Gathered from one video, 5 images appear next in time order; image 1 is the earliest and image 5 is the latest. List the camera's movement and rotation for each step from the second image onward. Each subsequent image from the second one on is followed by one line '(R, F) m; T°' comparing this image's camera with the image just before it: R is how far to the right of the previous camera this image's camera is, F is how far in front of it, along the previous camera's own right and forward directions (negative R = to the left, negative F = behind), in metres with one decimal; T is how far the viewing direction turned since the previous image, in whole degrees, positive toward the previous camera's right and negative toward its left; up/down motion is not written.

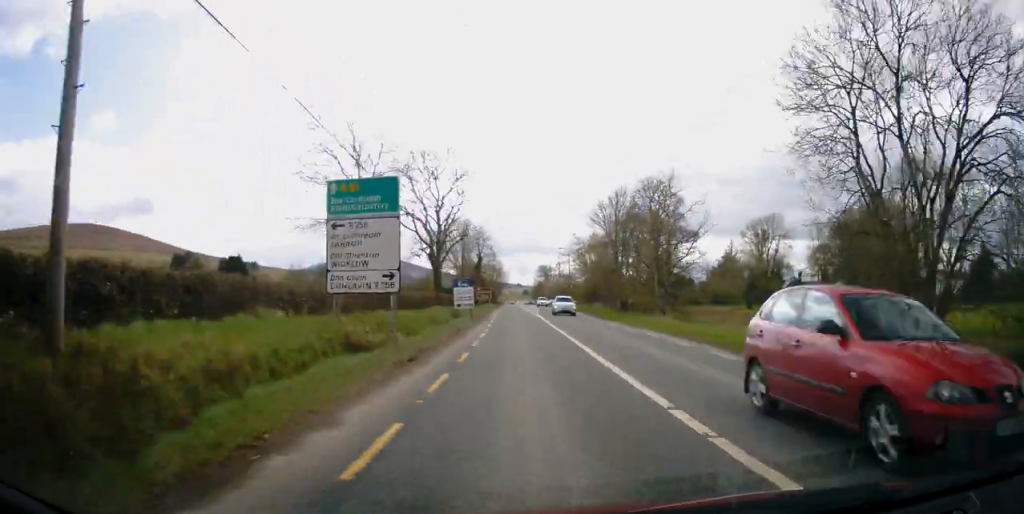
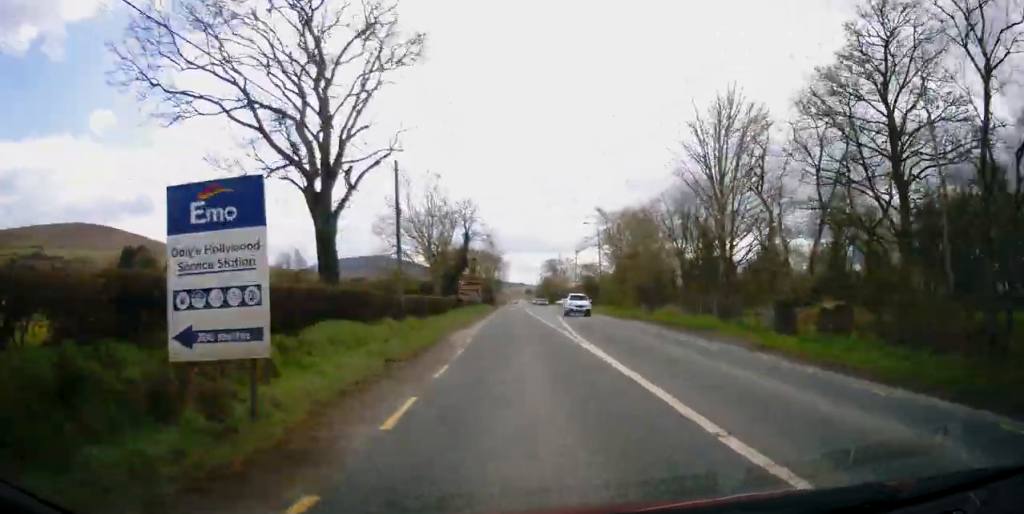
(-0.4, +30.9) m; -1°
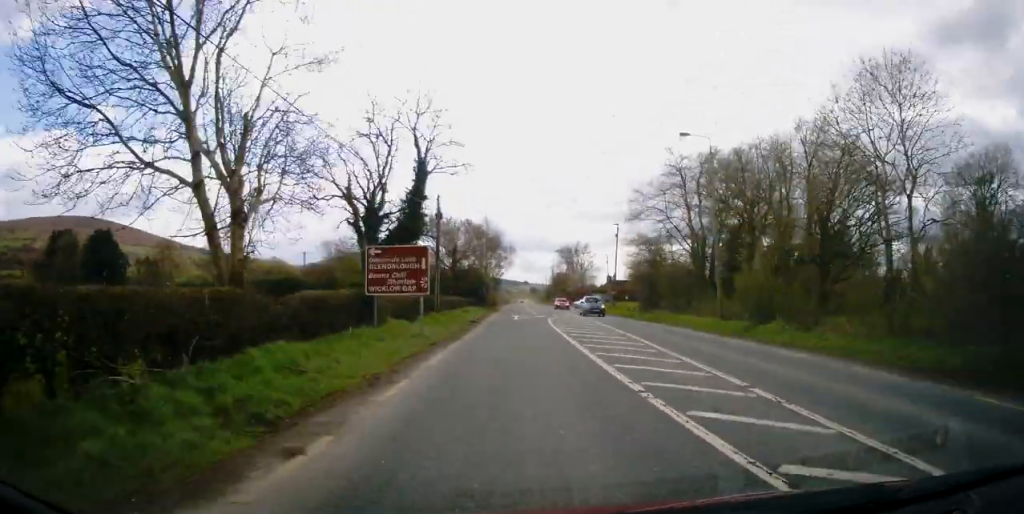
(0.0, +34.8) m; 0°
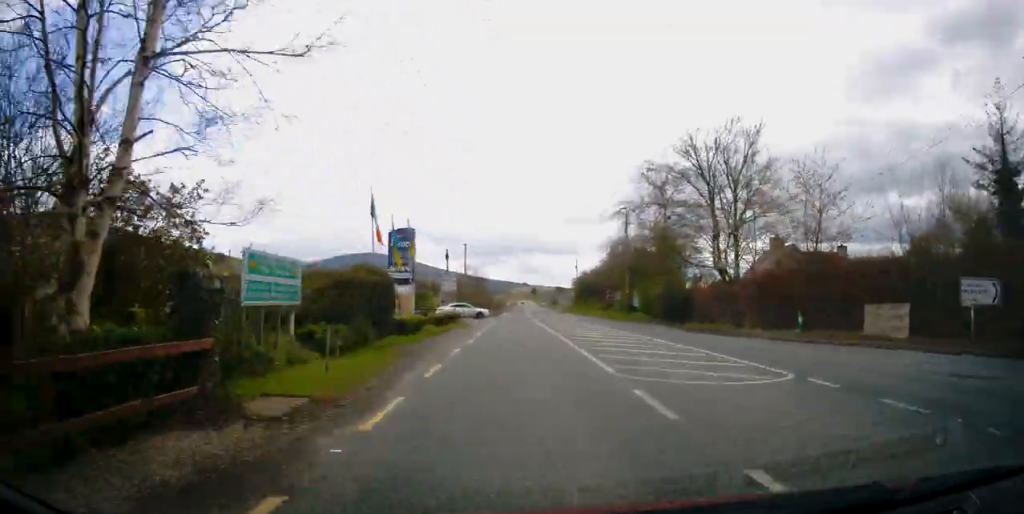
(+0.2, +95.9) m; +1°
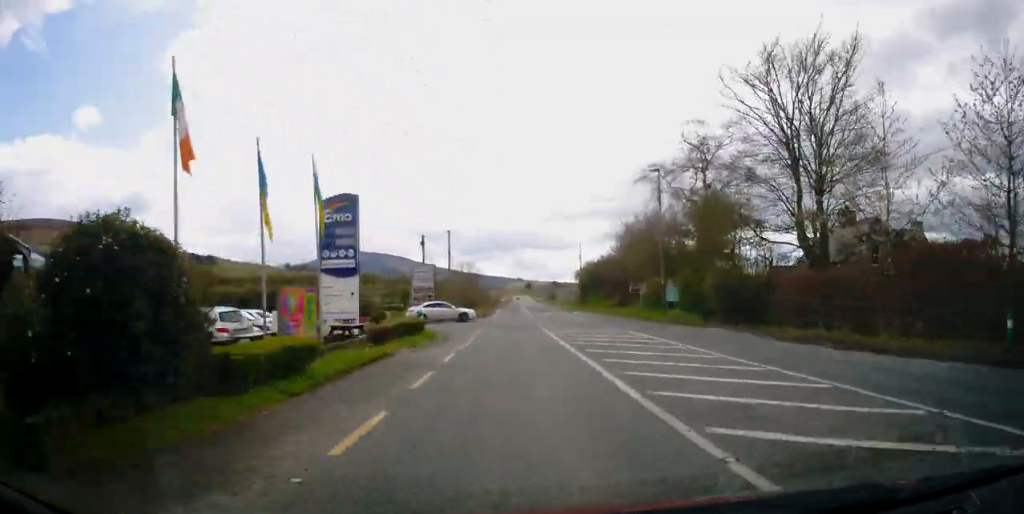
(0.0, +13.2) m; 0°
